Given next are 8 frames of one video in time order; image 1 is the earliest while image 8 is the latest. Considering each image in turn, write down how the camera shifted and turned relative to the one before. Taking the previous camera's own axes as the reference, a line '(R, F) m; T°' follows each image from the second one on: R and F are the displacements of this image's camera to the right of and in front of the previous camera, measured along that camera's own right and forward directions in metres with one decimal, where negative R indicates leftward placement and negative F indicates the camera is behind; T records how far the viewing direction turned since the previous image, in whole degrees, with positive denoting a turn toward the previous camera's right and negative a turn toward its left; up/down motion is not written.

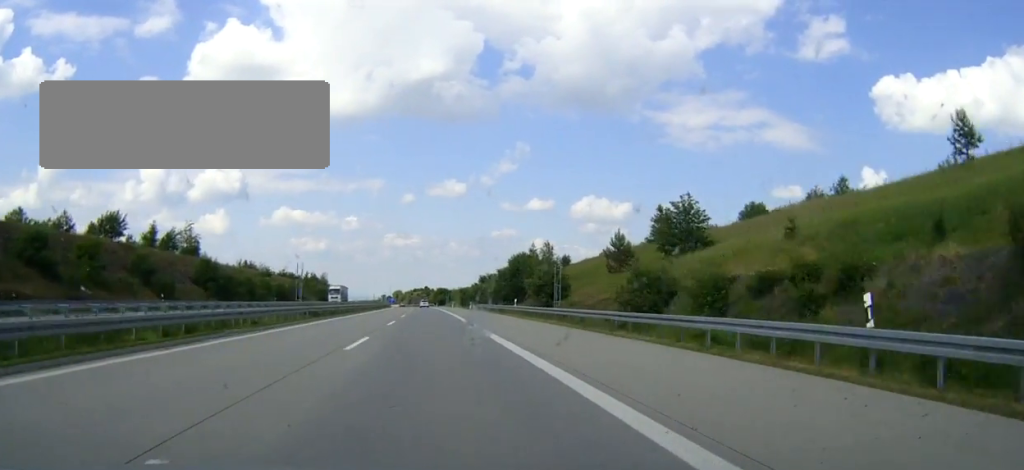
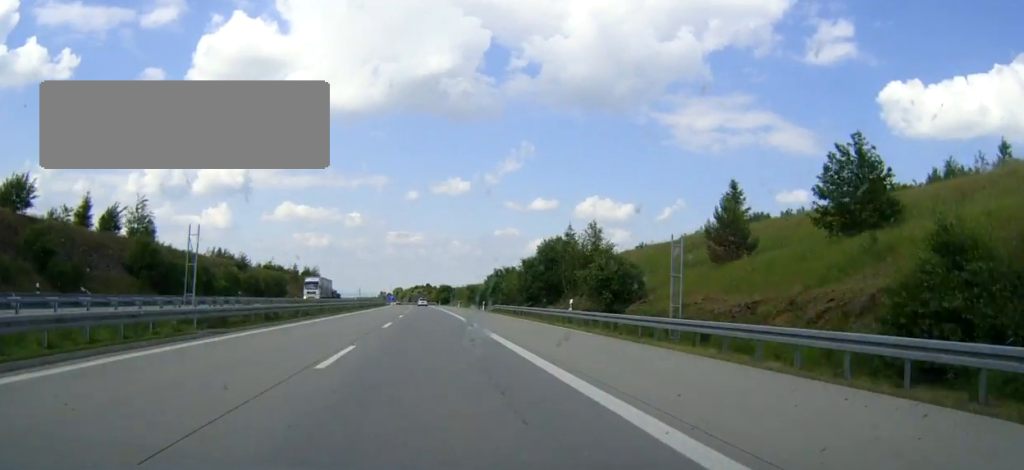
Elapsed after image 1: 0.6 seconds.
(0.0, +23.0) m; 0°
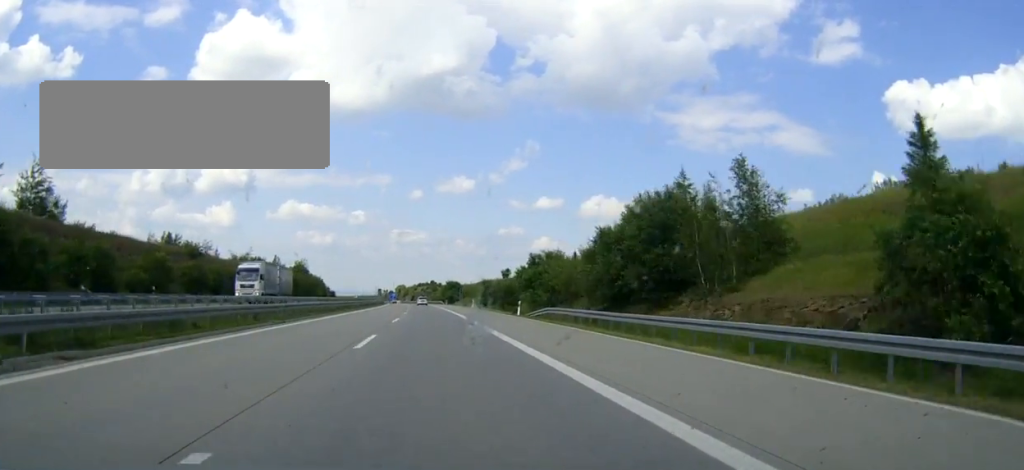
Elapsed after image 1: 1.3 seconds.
(0.0, +31.1) m; 0°
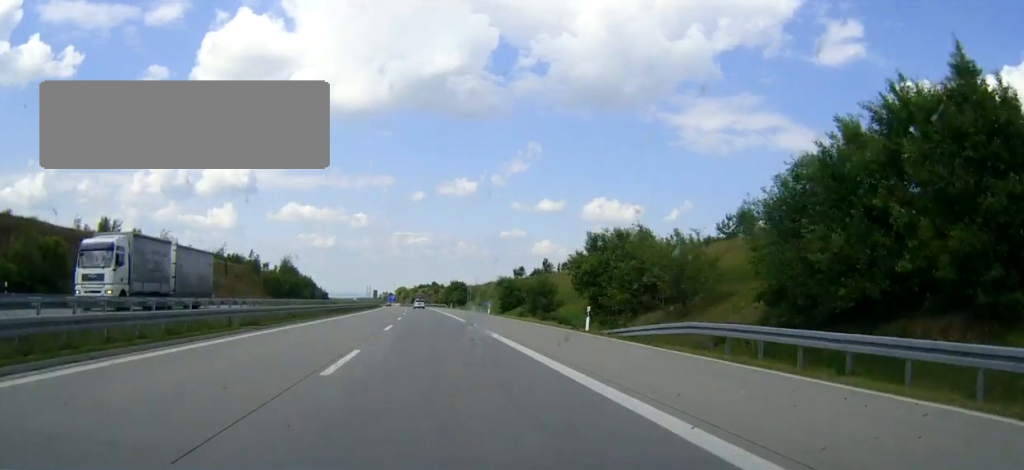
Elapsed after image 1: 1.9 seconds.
(-0.2, +24.5) m; 0°
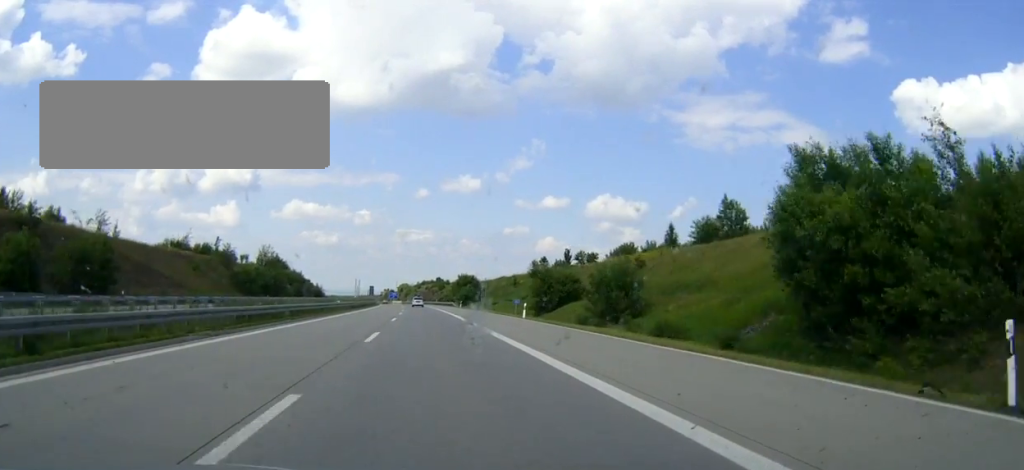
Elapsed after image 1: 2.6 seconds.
(-0.1, +25.9) m; 0°
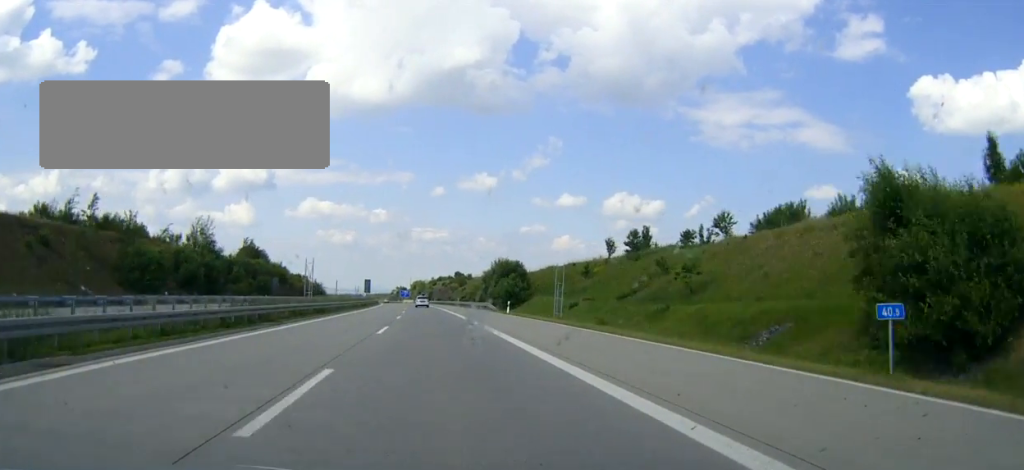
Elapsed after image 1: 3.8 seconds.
(-0.3, +50.6) m; -1°
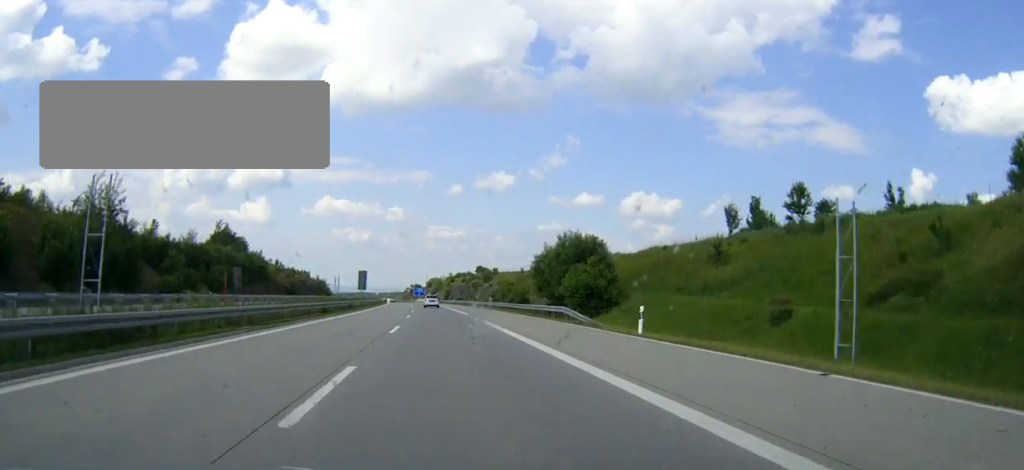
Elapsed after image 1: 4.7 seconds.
(-0.3, +35.7) m; -1°
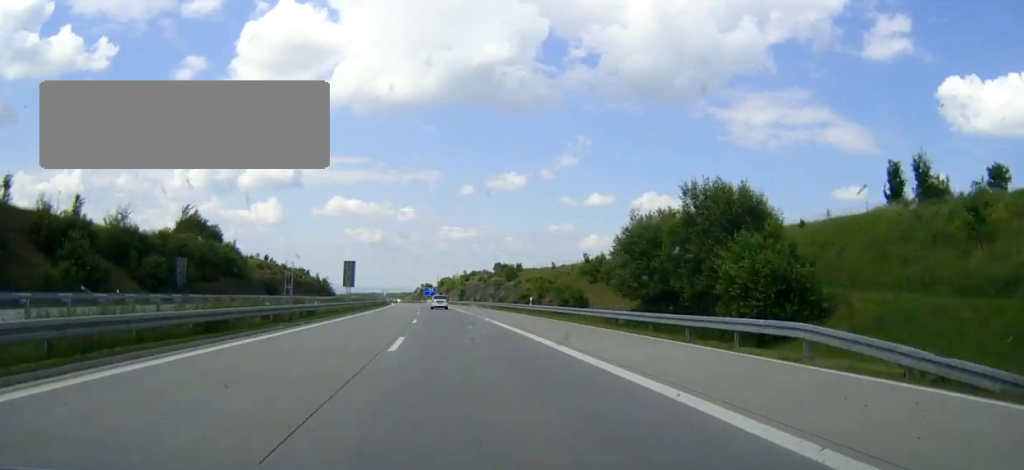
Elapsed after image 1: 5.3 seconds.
(-0.1, +26.1) m; -1°
